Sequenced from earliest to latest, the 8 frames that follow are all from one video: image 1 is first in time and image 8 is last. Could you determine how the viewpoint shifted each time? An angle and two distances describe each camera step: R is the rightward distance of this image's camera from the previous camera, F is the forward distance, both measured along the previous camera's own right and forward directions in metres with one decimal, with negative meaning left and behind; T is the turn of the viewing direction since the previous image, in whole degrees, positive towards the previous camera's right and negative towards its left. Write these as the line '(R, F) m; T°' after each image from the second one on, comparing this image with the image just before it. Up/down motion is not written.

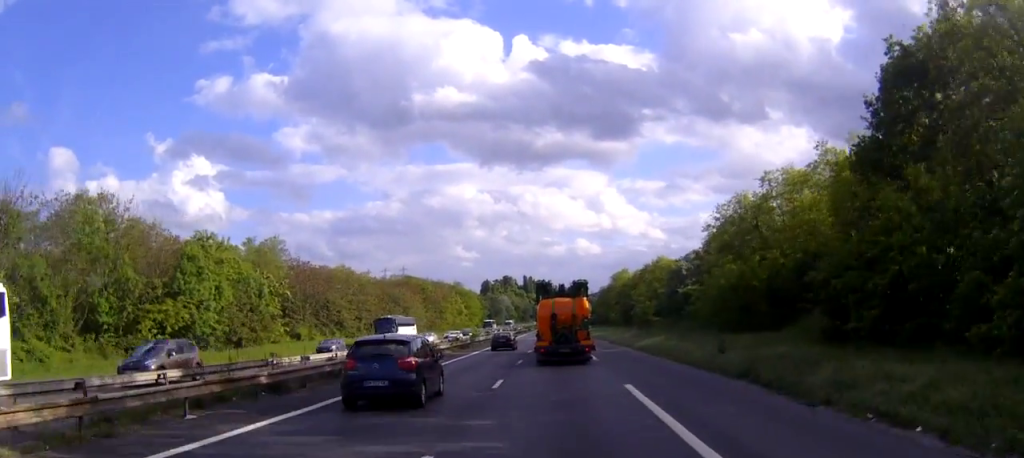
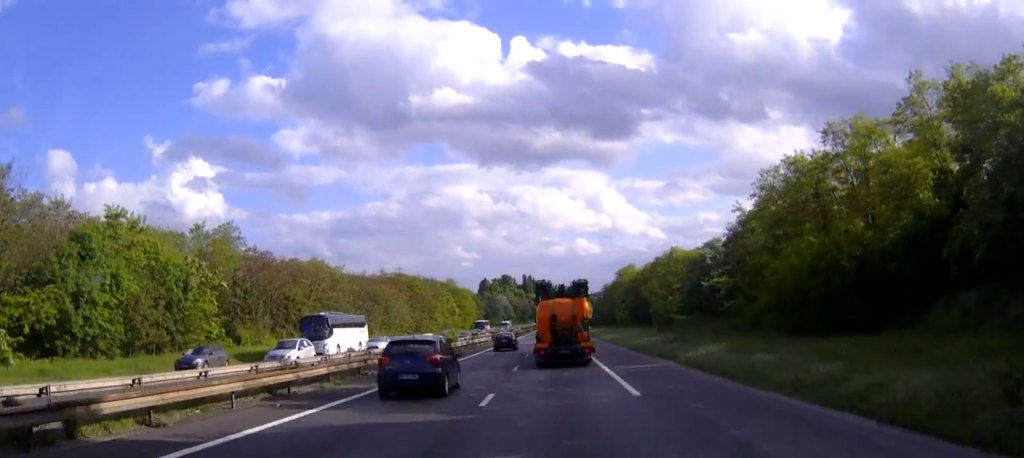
(+0.1, +17.6) m; 0°
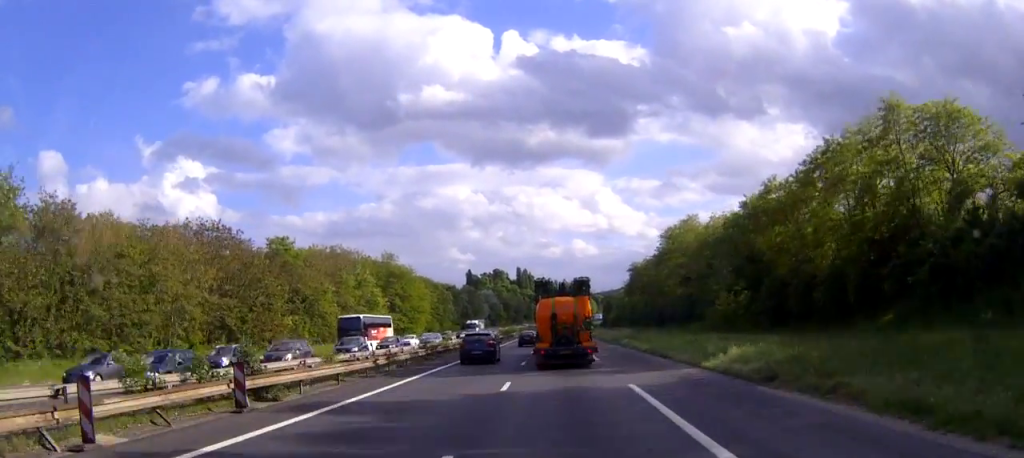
(-0.8, +91.5) m; 0°
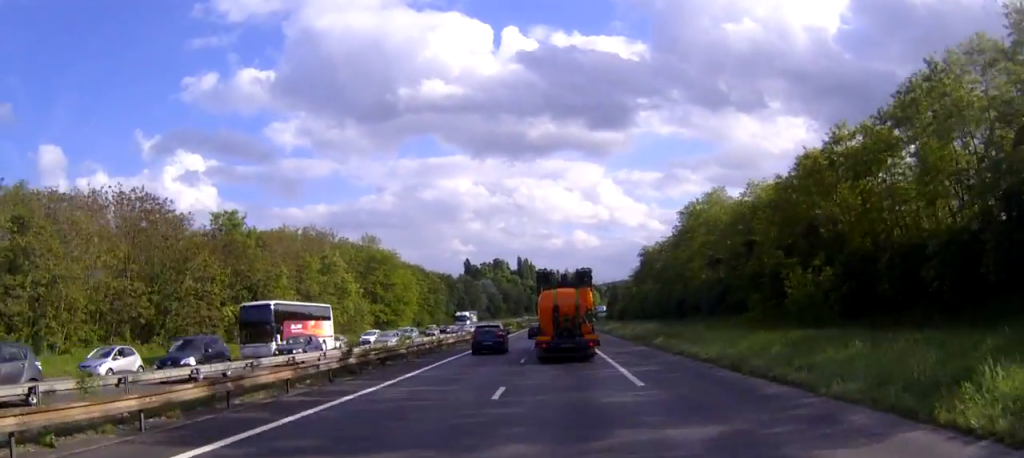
(0.0, +17.4) m; 0°
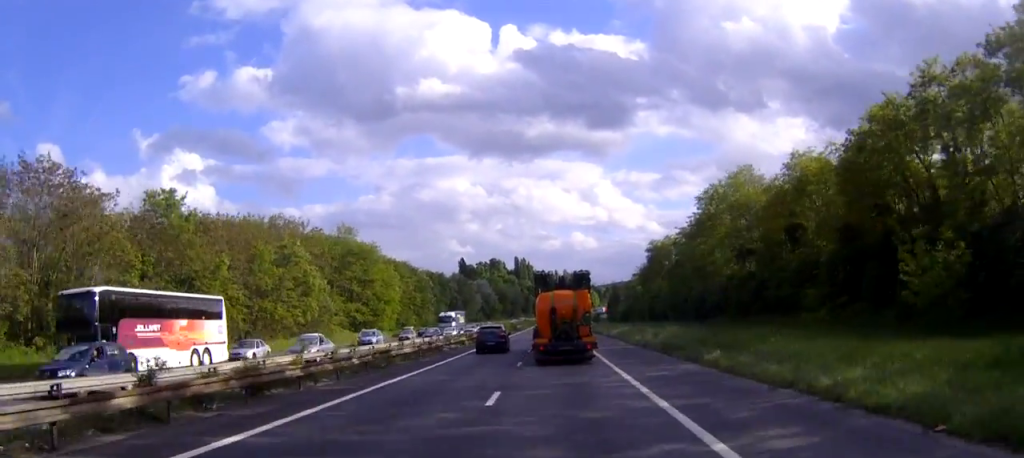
(0.0, +14.9) m; 0°
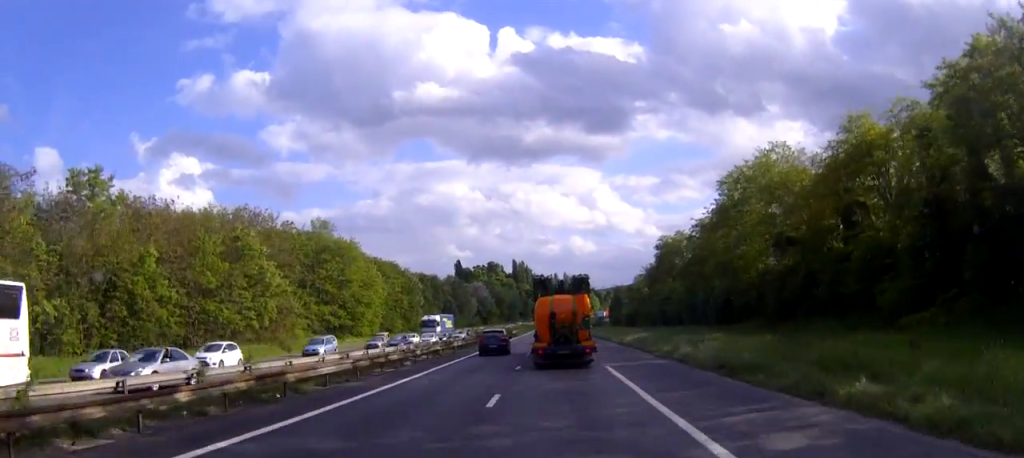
(0.0, +13.2) m; 0°
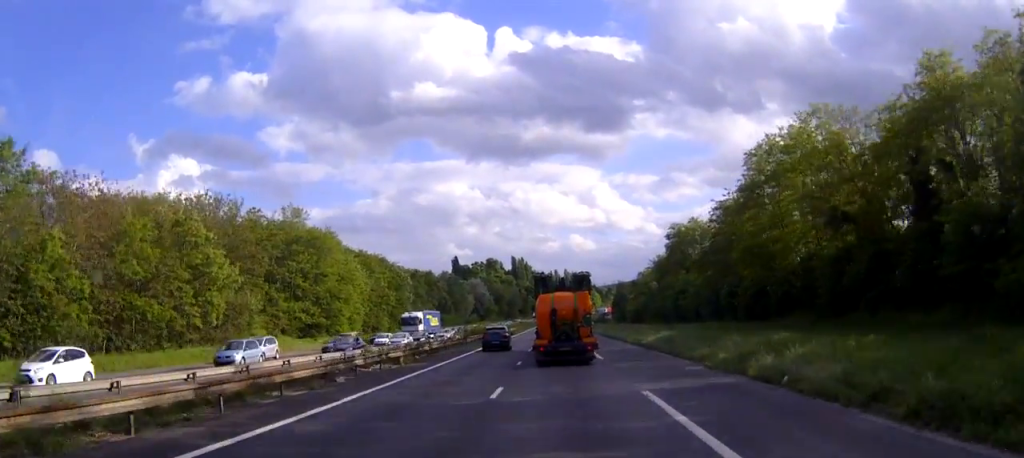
(0.0, +12.4) m; 0°
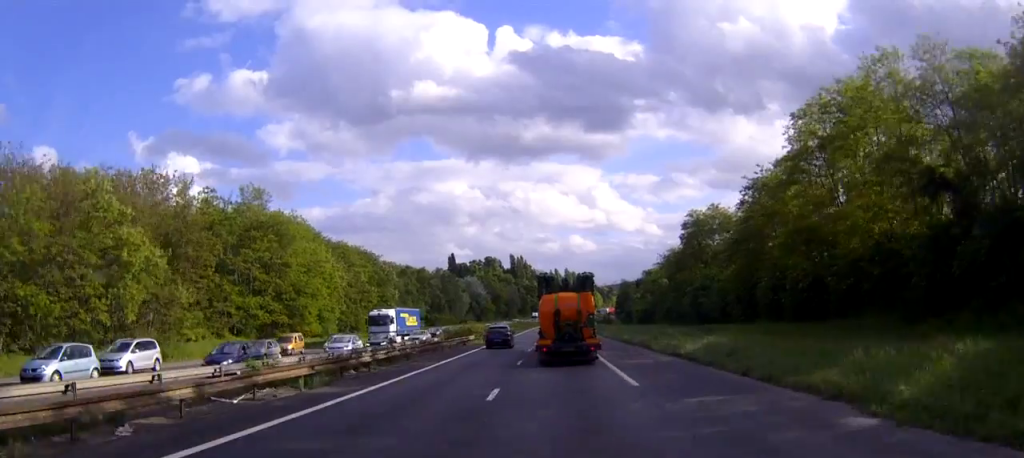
(0.0, +13.9) m; 0°
